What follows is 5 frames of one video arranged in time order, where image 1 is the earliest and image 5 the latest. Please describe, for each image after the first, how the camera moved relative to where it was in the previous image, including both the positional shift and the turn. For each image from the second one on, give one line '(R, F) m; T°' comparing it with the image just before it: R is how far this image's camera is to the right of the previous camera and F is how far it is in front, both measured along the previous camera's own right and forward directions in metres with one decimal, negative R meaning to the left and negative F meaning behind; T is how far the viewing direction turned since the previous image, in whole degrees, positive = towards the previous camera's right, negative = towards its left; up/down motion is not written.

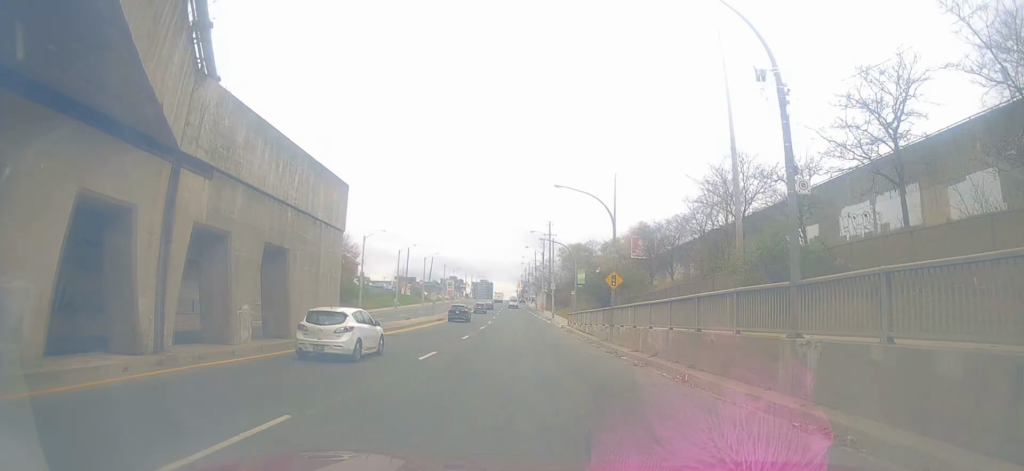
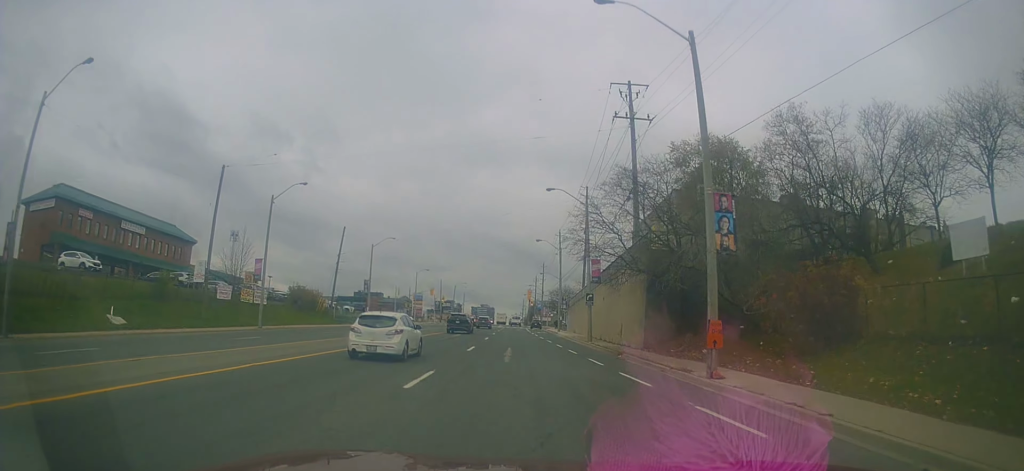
(-6.7, +85.4) m; -7°
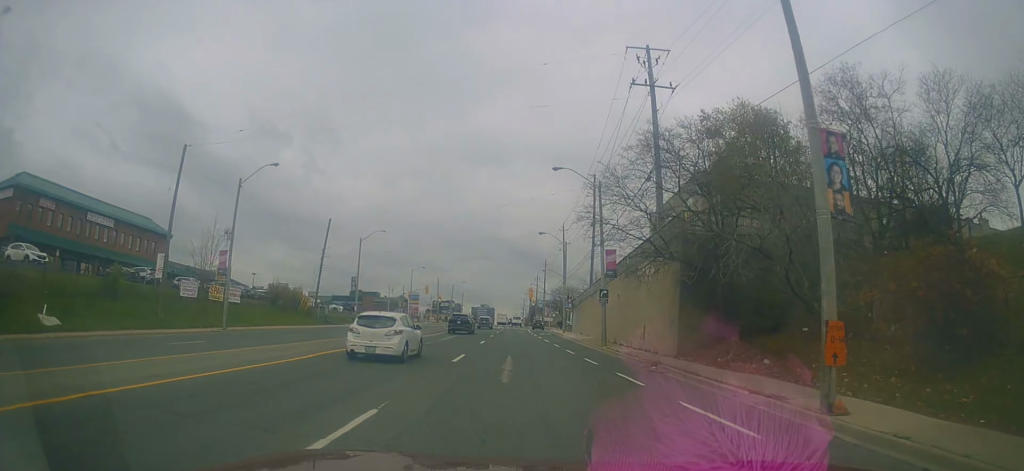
(+0.1, +6.2) m; +1°
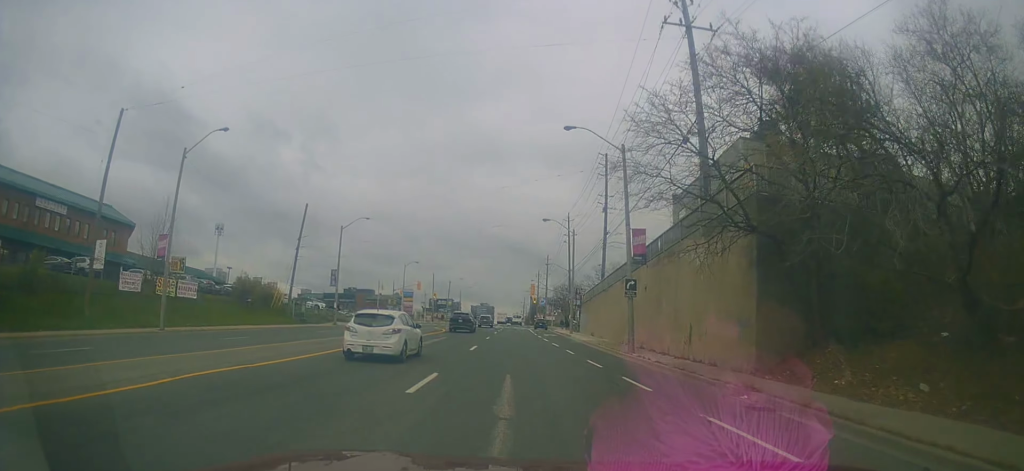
(+0.1, +8.1) m; 0°
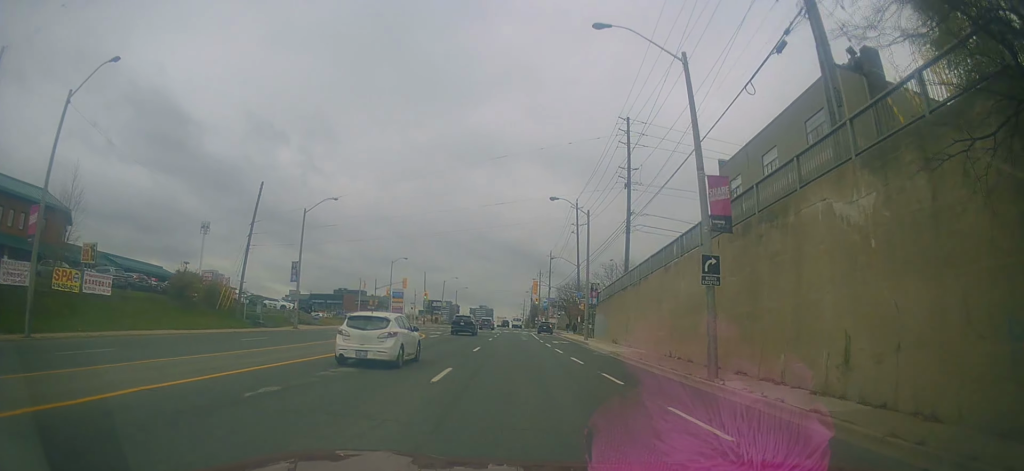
(0.0, +11.4) m; 0°
